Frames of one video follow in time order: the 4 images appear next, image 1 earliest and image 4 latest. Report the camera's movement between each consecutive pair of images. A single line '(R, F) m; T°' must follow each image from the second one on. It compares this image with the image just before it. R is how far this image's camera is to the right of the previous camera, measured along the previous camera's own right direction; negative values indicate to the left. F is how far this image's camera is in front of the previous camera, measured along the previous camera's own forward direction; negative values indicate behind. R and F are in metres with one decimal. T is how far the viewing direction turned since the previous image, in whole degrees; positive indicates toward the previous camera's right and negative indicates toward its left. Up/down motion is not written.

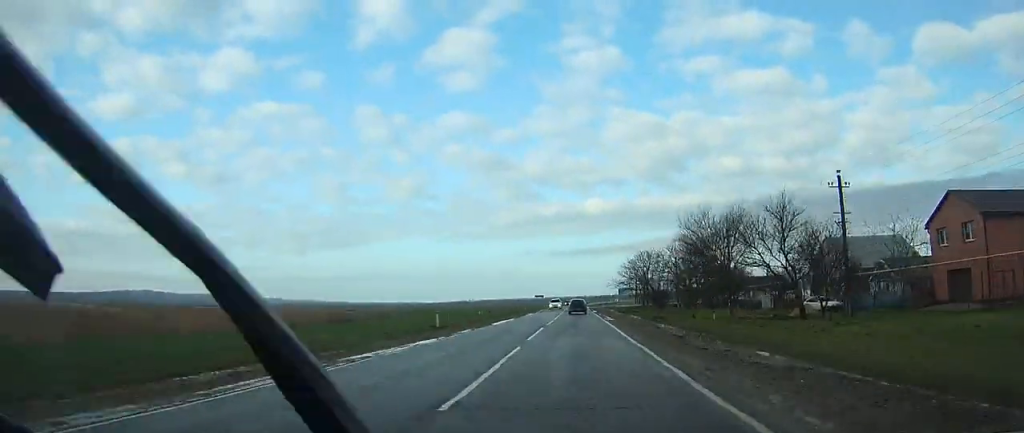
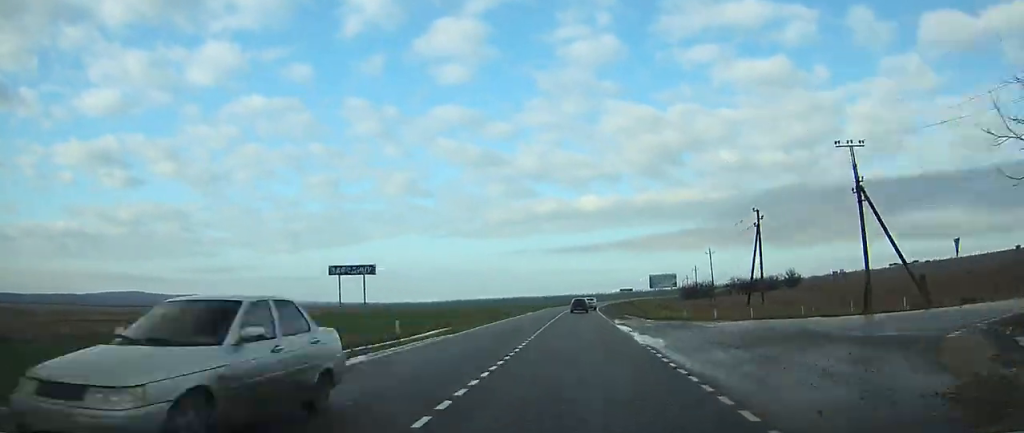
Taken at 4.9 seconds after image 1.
(+0.4, +108.0) m; +1°
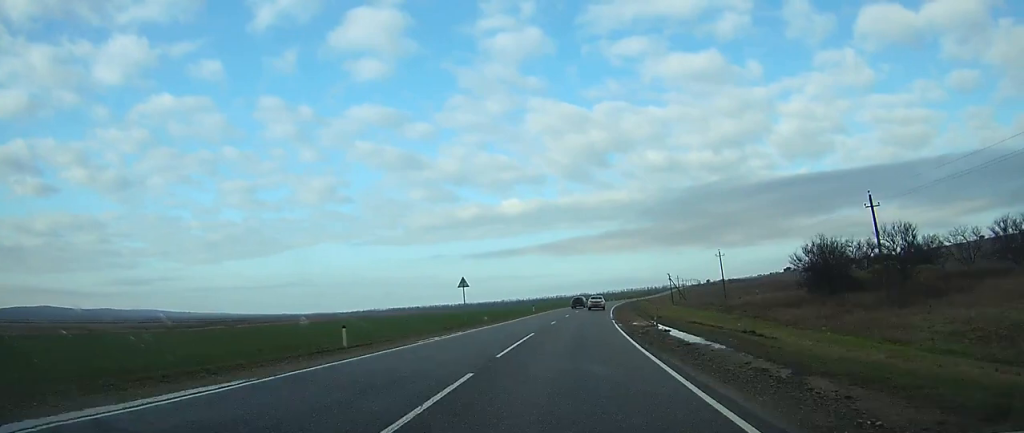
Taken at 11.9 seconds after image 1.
(+8.9, +154.9) m; +8°
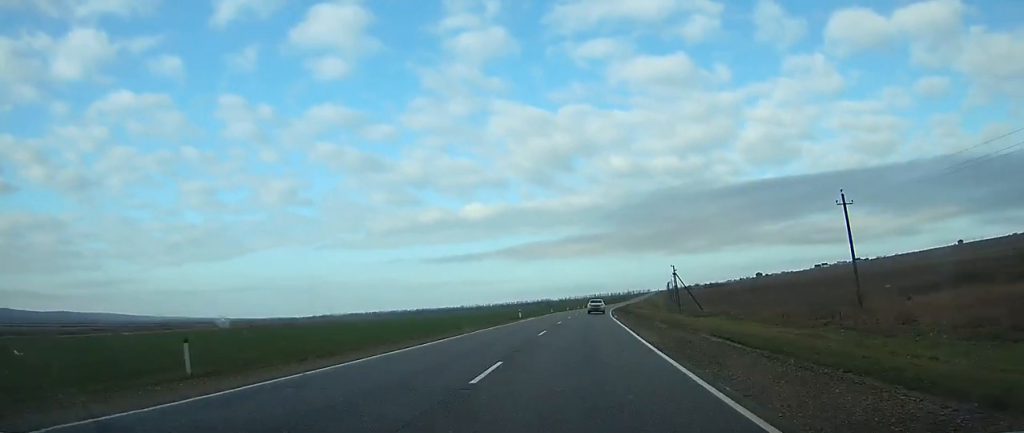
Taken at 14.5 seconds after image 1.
(+1.7, +58.6) m; +3°
